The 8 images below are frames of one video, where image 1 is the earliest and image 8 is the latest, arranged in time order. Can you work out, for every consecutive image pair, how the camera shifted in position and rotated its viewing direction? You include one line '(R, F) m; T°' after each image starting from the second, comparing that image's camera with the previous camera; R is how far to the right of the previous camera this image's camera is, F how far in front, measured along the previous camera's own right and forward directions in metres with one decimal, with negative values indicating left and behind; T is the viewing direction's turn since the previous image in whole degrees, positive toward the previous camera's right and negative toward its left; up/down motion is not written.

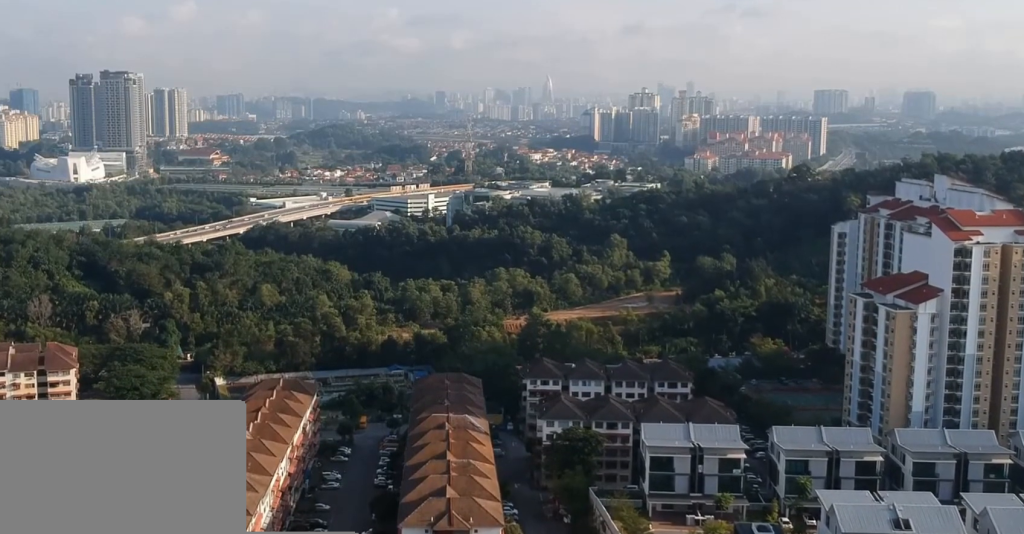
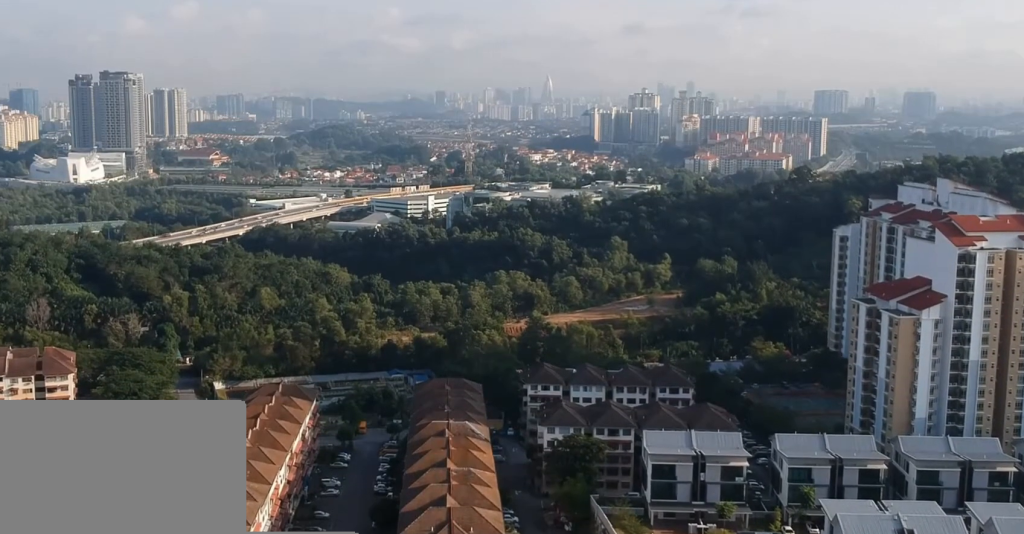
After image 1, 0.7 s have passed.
(0.0, +1.8) m; 0°
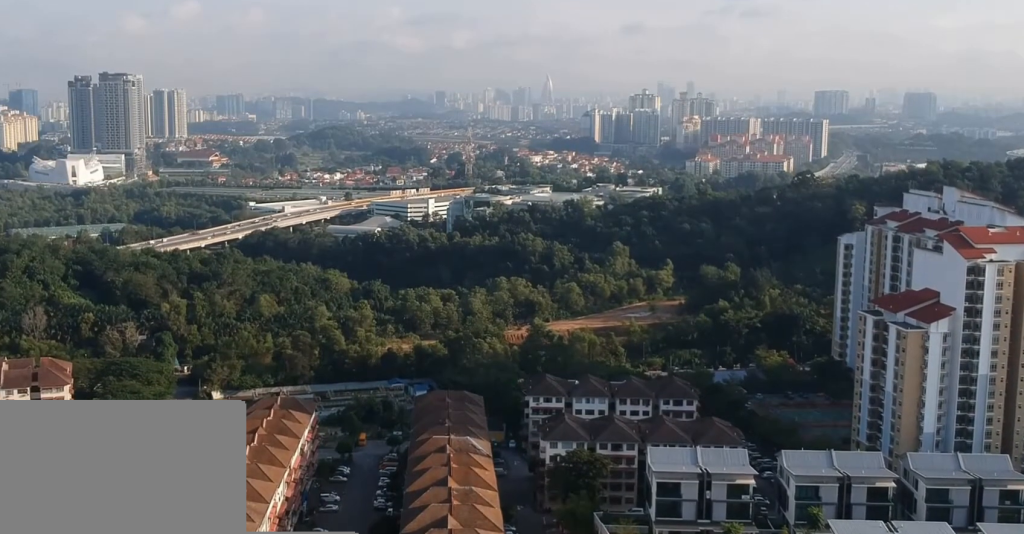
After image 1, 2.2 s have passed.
(0.0, +4.2) m; 0°
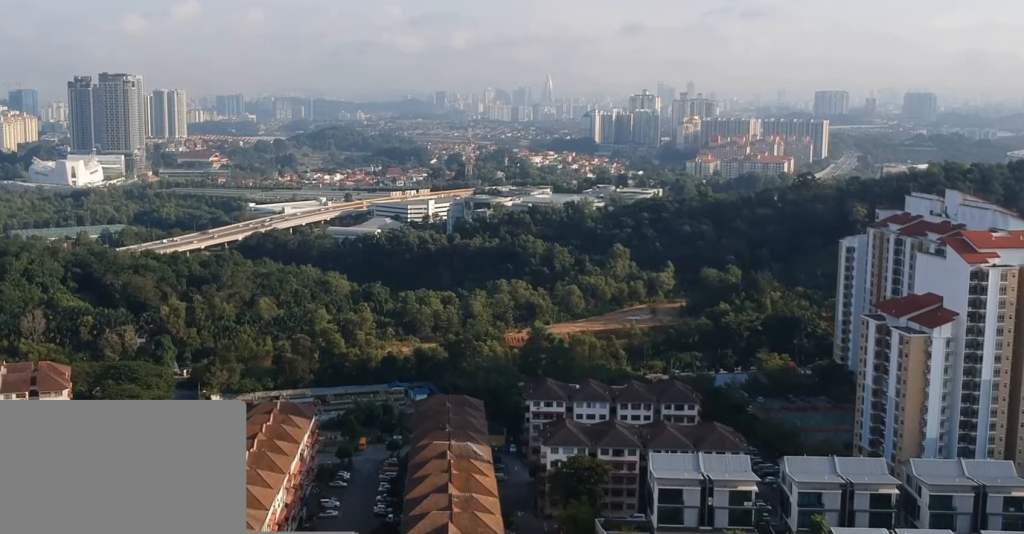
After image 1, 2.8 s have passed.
(0.0, +1.4) m; 0°
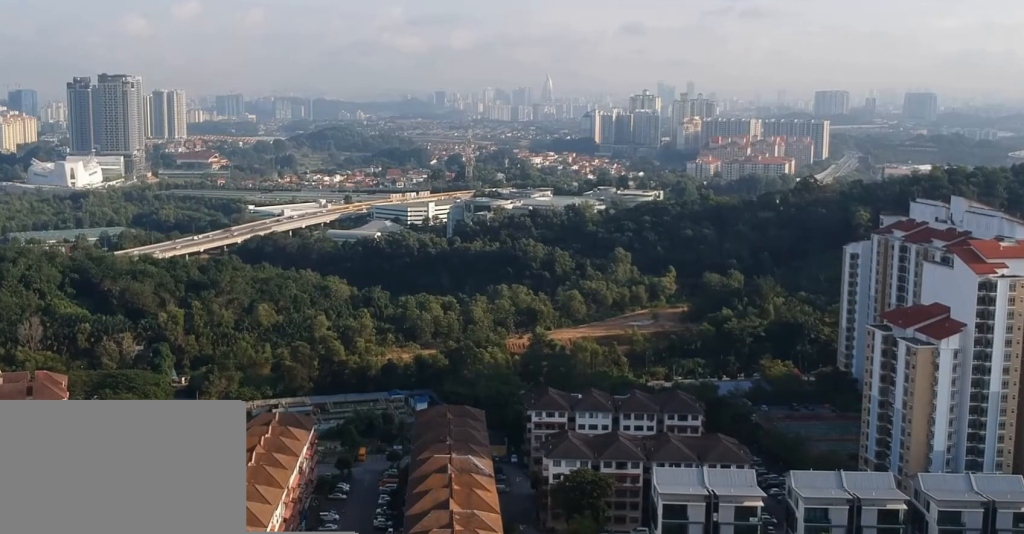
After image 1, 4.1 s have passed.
(0.0, +3.5) m; +1°
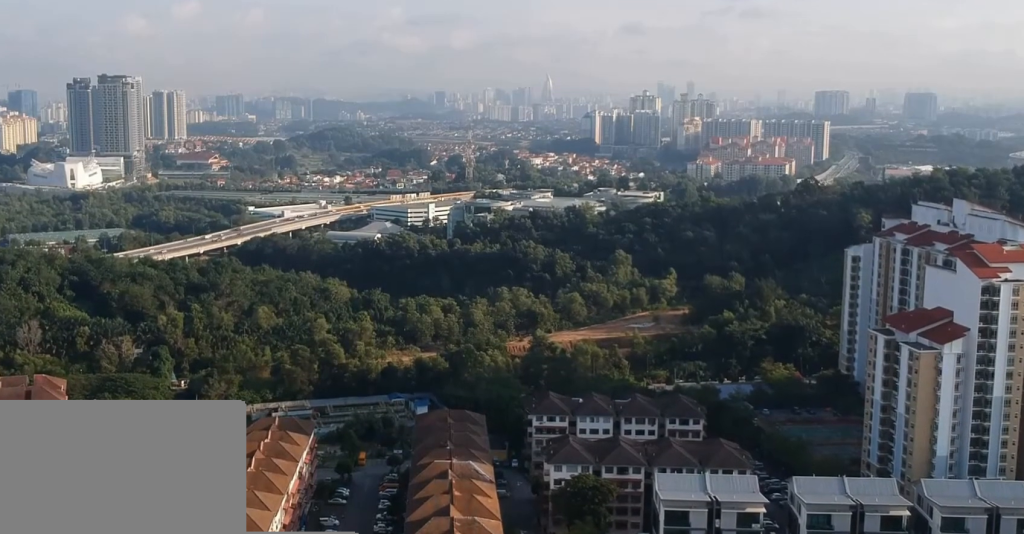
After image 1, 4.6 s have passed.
(0.0, +1.4) m; 0°
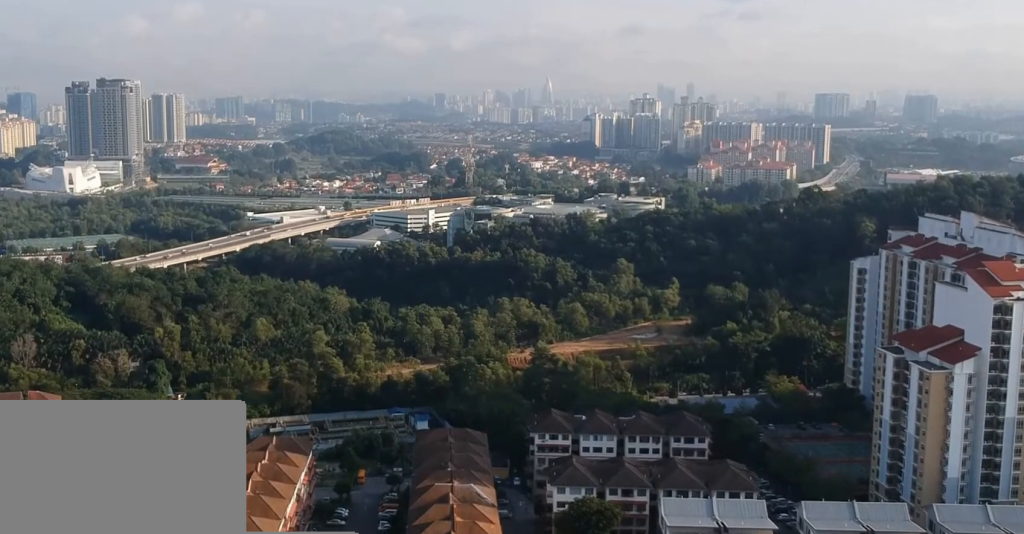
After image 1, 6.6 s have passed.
(+0.1, +5.3) m; +1°
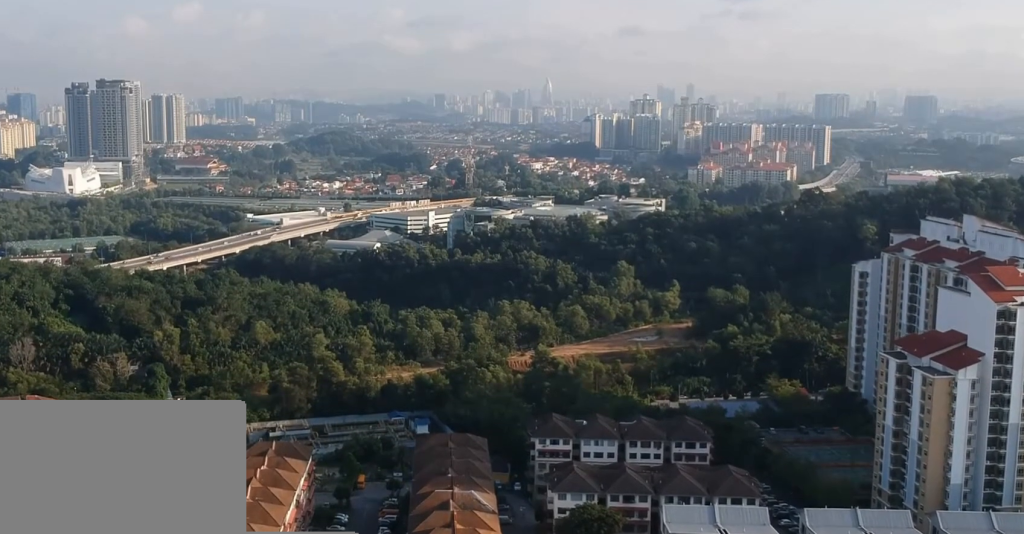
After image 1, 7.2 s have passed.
(0.0, +1.5) m; 0°
